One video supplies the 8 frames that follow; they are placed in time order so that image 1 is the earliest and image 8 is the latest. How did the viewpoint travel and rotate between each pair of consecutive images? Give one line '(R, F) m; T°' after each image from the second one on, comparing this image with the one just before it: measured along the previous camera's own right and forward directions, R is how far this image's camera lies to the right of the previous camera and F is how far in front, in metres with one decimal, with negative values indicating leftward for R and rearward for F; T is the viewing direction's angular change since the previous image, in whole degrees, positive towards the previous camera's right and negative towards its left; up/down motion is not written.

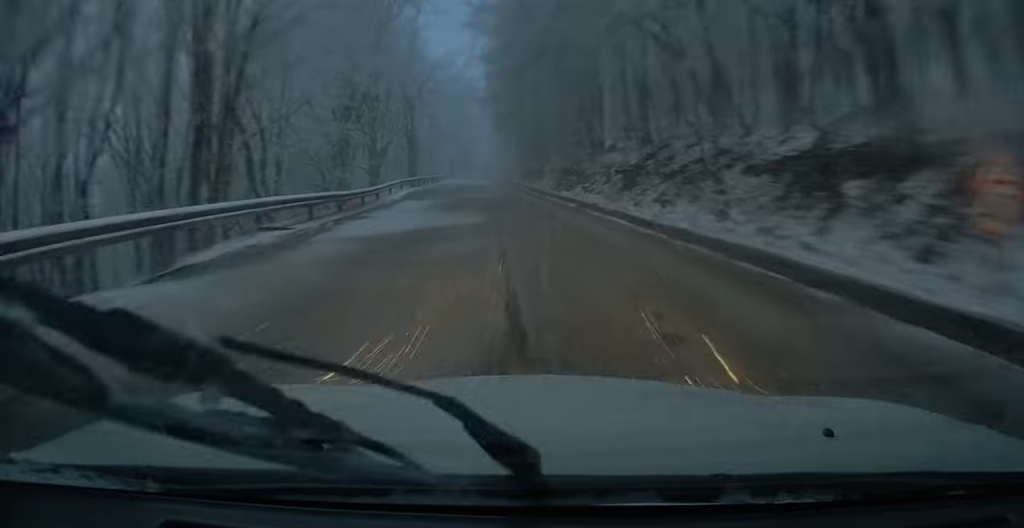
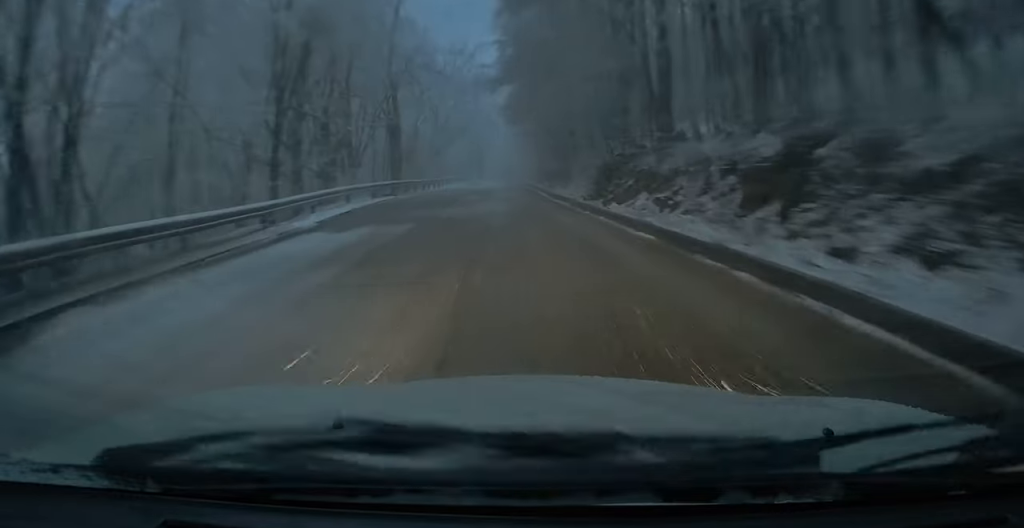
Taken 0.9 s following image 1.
(0.0, +12.8) m; +1°
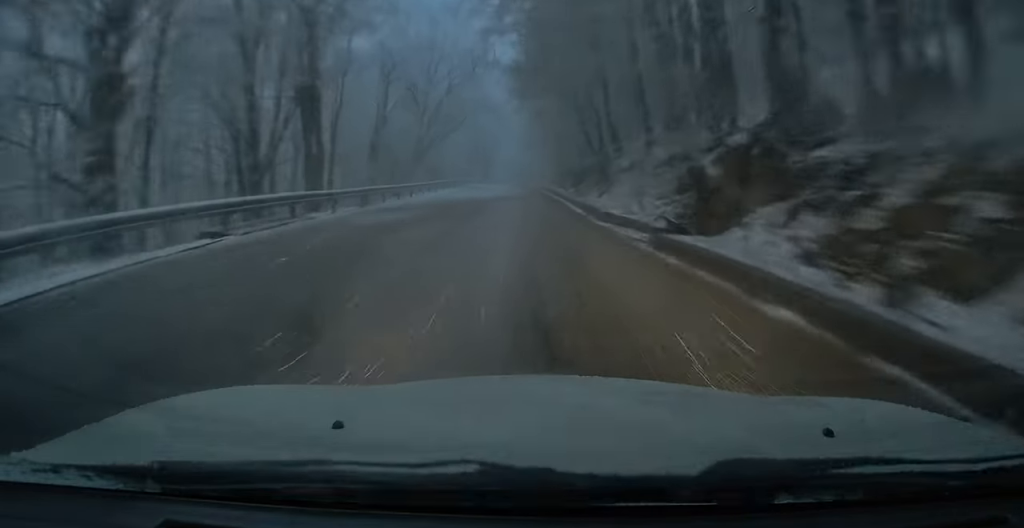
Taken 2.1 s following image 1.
(+0.2, +14.6) m; +1°
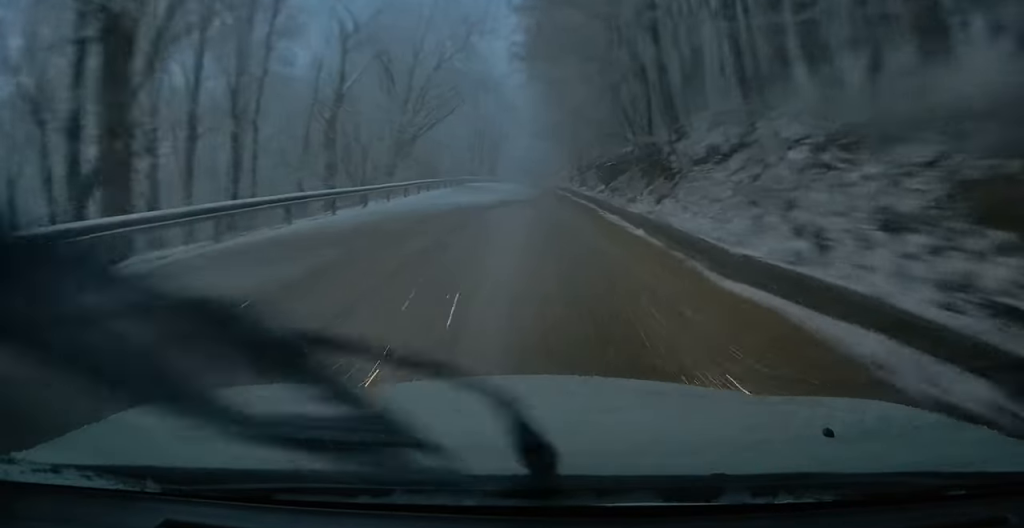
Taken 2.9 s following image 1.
(+0.1, +10.1) m; 0°
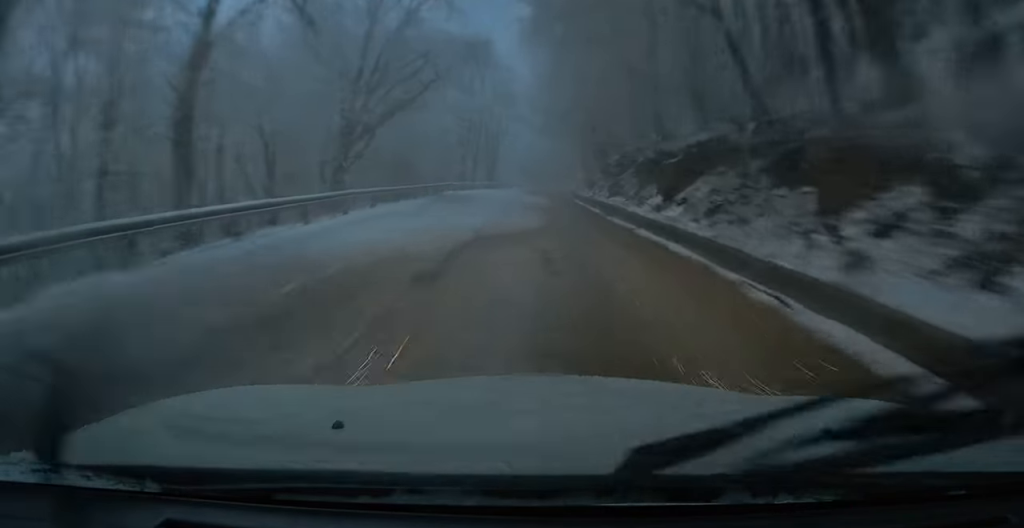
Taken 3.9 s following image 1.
(-0.1, +13.6) m; -1°
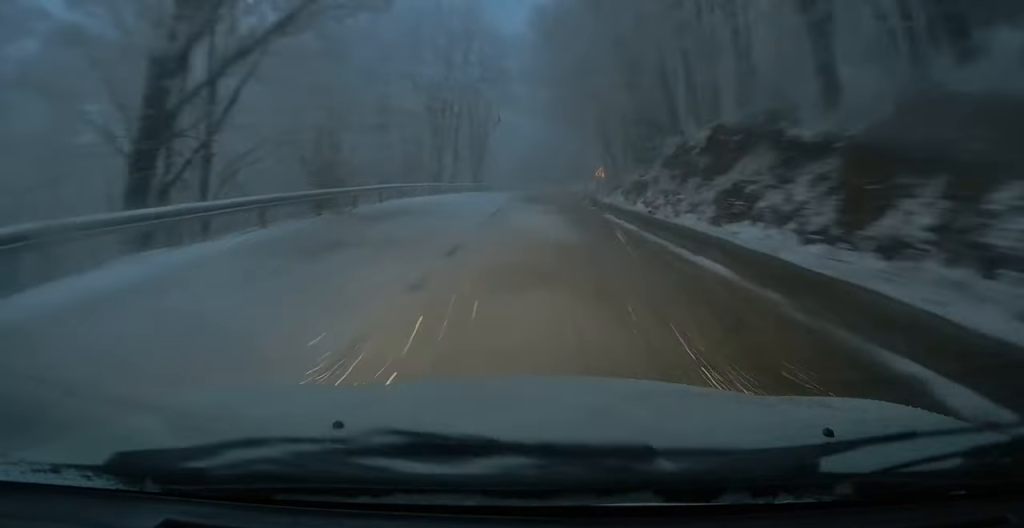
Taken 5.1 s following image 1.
(-0.3, +19.4) m; -1°
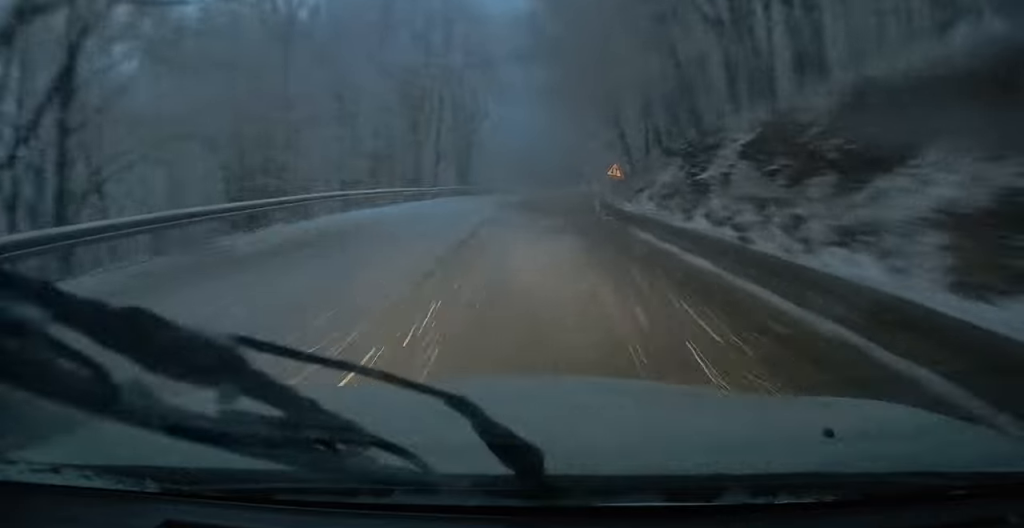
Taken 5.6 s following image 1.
(0.0, +8.4) m; 0°
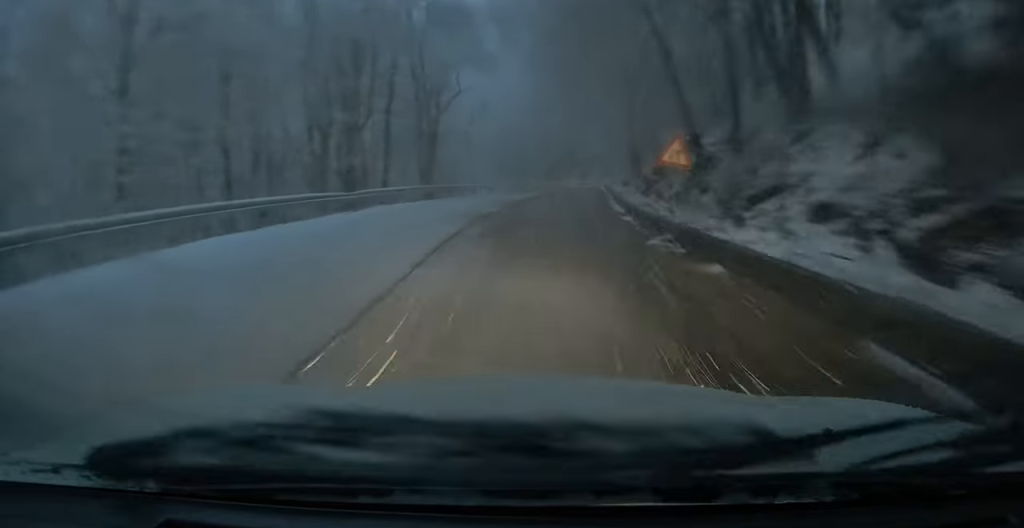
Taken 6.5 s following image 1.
(0.0, +14.1) m; +1°
